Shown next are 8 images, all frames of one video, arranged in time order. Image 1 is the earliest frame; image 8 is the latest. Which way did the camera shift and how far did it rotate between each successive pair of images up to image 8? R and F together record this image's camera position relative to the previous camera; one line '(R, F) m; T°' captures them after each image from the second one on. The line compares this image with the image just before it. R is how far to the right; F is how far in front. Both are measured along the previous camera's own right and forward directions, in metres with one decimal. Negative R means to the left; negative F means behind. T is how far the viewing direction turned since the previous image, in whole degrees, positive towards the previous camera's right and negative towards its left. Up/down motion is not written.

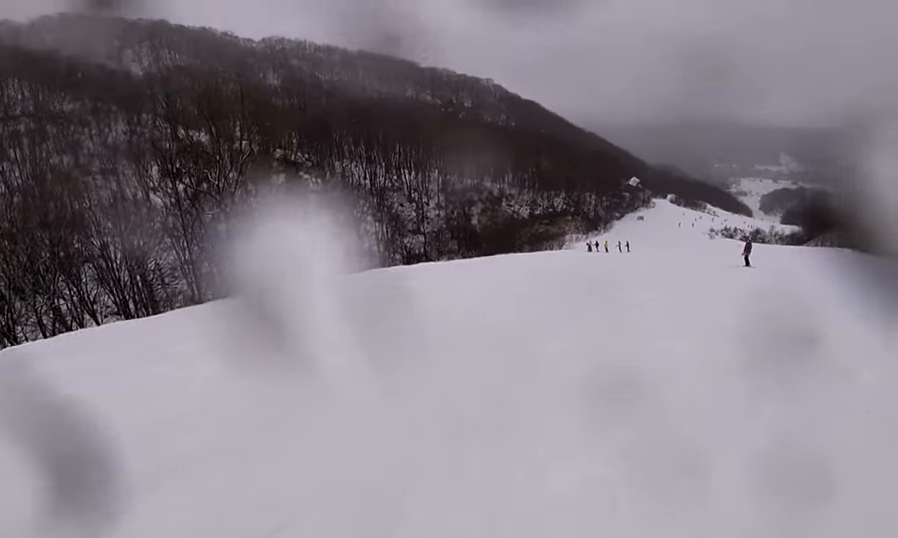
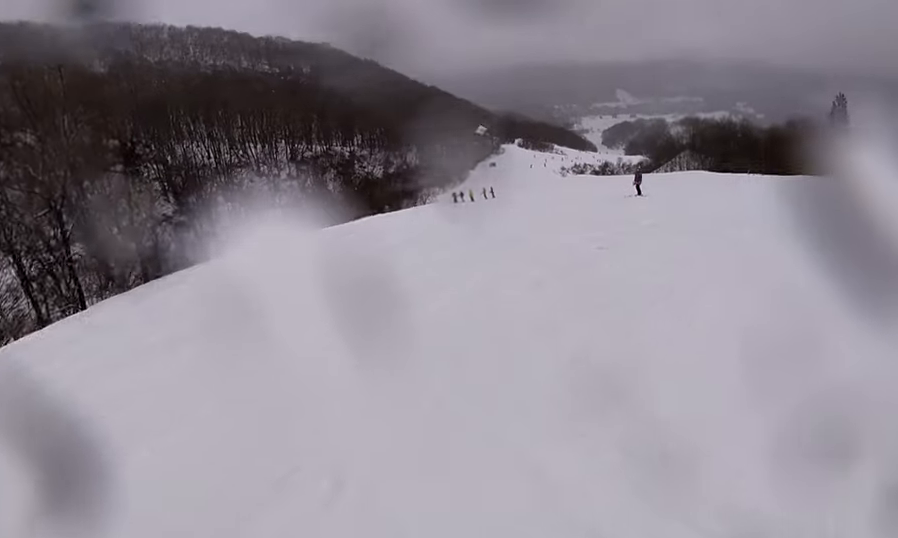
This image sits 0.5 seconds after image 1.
(+0.8, +2.7) m; +18°
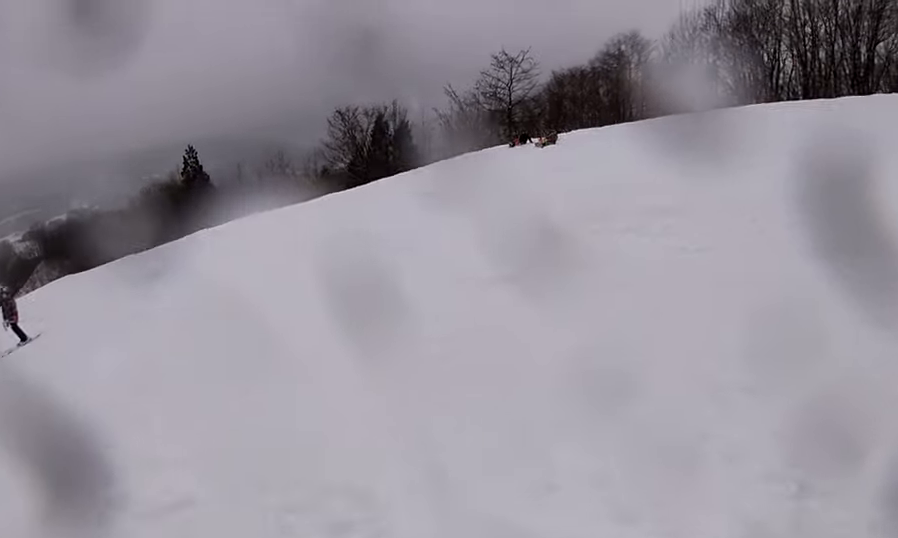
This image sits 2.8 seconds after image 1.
(+7.3, +9.4) m; +62°
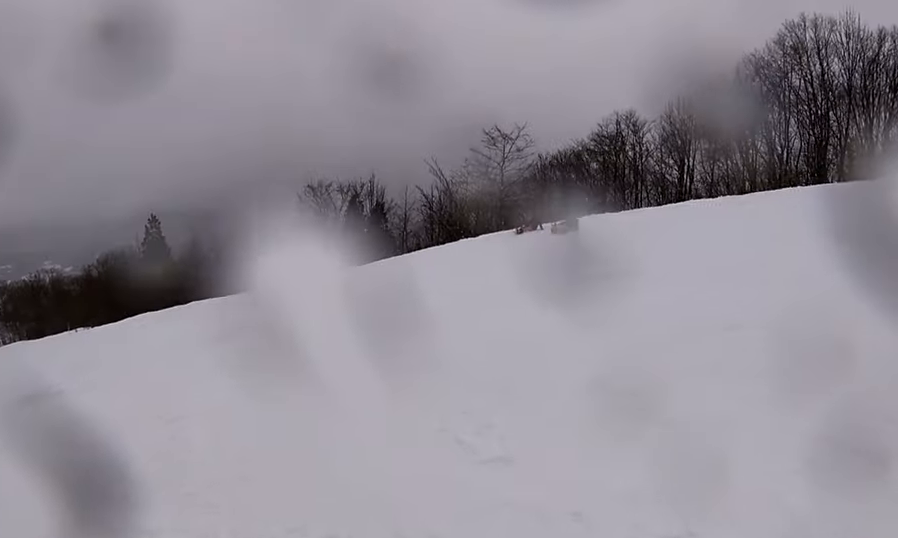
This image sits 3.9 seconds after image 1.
(+0.5, +6.5) m; -1°
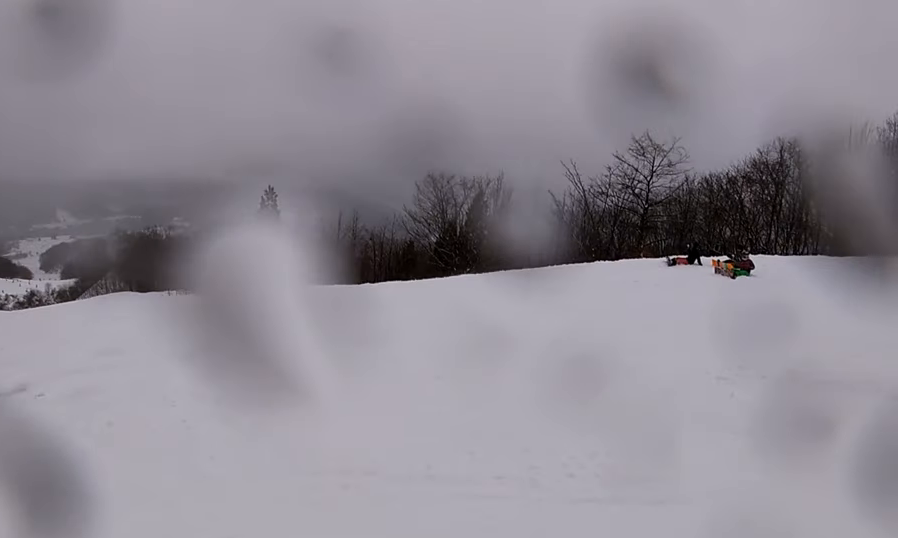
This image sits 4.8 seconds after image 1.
(-0.4, +3.8) m; -24°
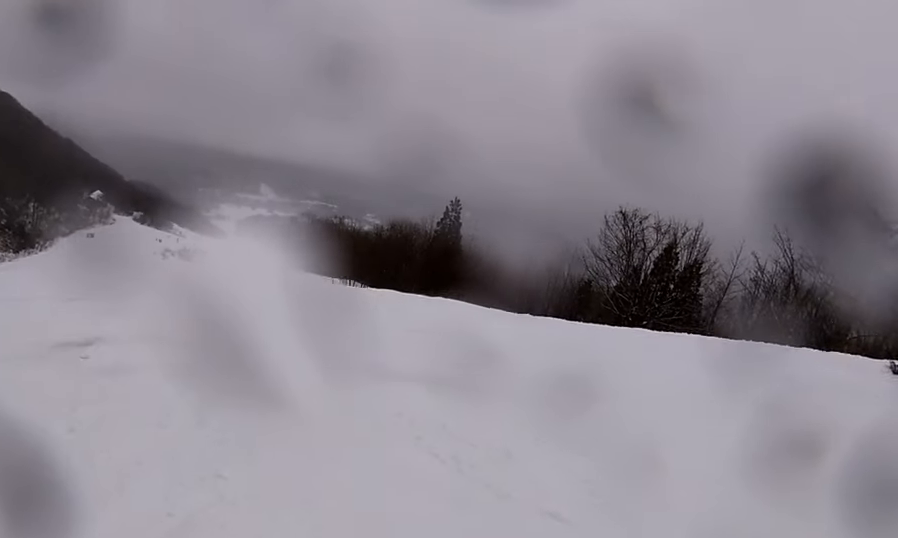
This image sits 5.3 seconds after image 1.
(-0.2, +1.9) m; -20°
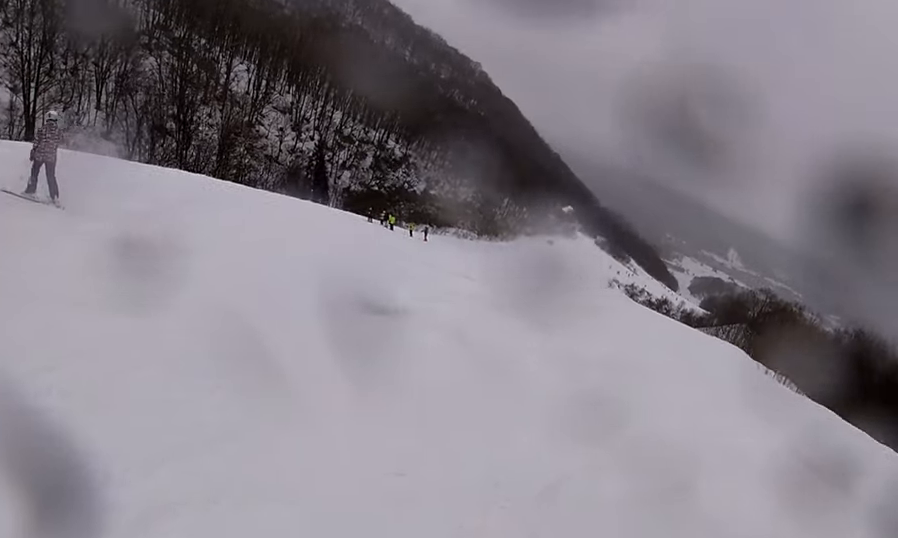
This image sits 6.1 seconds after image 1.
(-1.3, +2.8) m; -39°
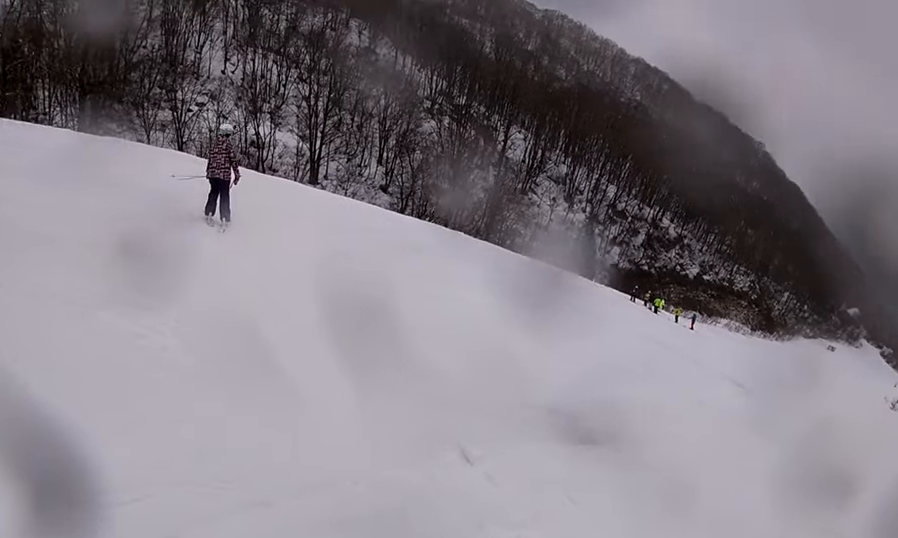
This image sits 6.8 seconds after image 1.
(-0.5, +2.7) m; -23°
